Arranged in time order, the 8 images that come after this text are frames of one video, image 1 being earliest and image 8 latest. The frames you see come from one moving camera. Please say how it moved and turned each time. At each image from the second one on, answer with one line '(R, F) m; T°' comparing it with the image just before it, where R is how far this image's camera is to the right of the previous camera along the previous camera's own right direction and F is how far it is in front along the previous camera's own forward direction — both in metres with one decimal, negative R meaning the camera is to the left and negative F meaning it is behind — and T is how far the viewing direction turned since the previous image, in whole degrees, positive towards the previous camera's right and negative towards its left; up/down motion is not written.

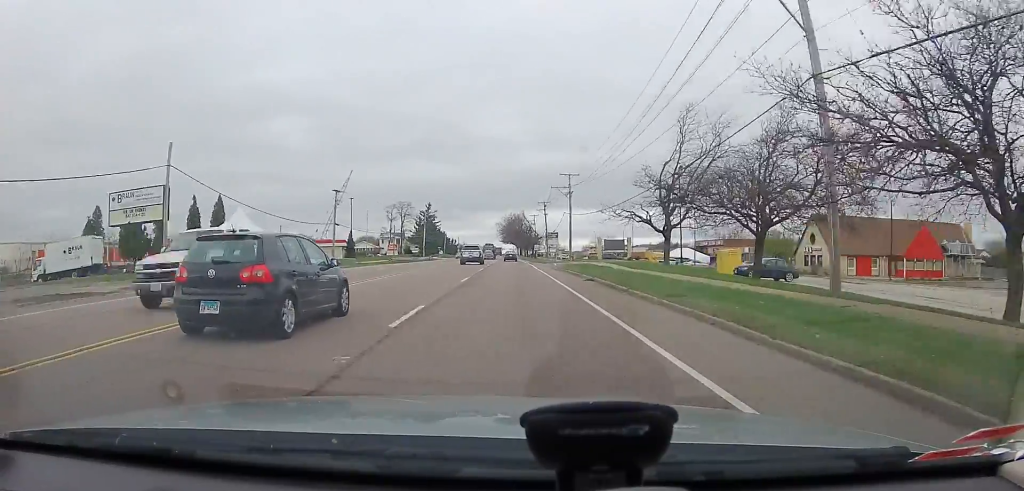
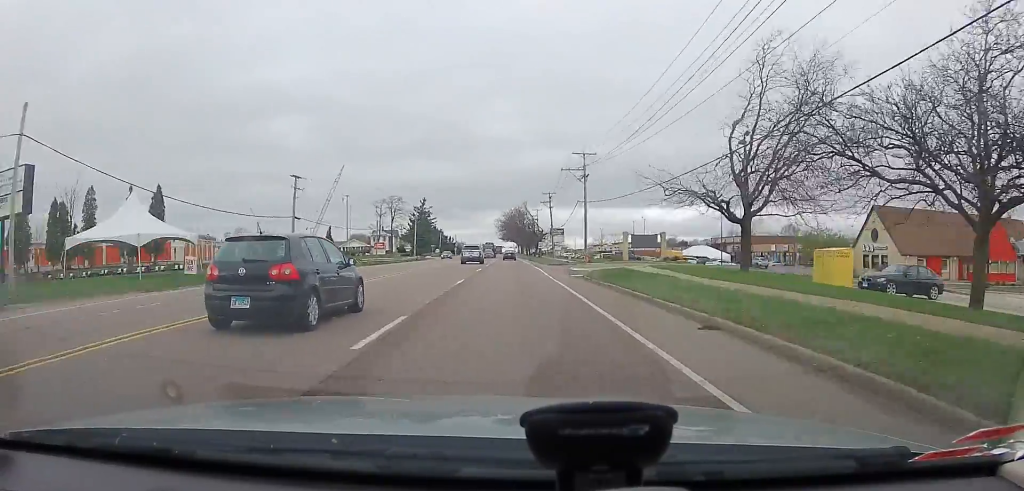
(+0.2, +14.4) m; +1°
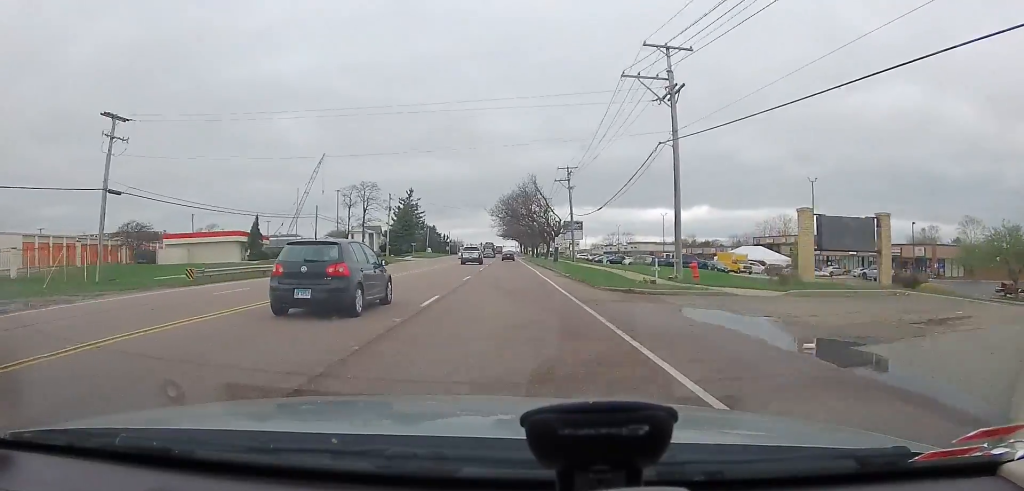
(-0.4, +31.0) m; -2°
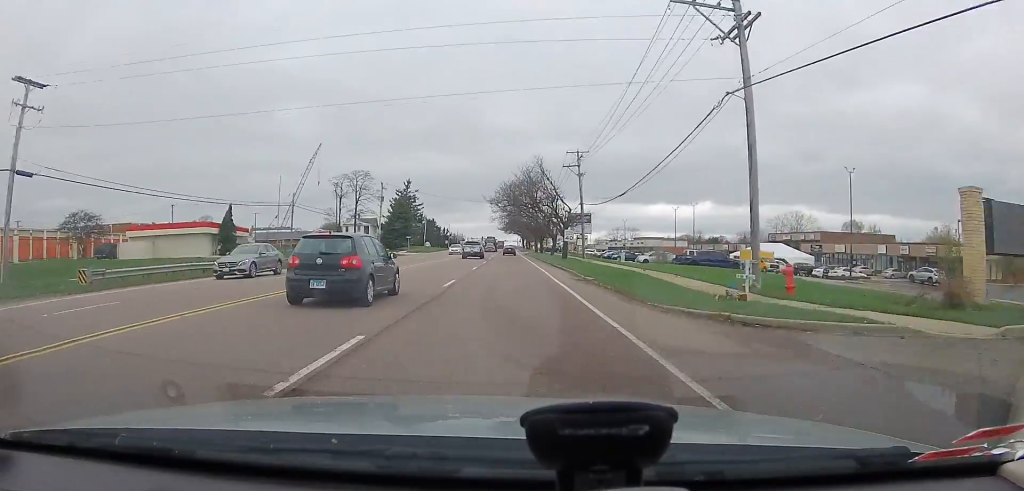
(-0.2, +8.0) m; 0°
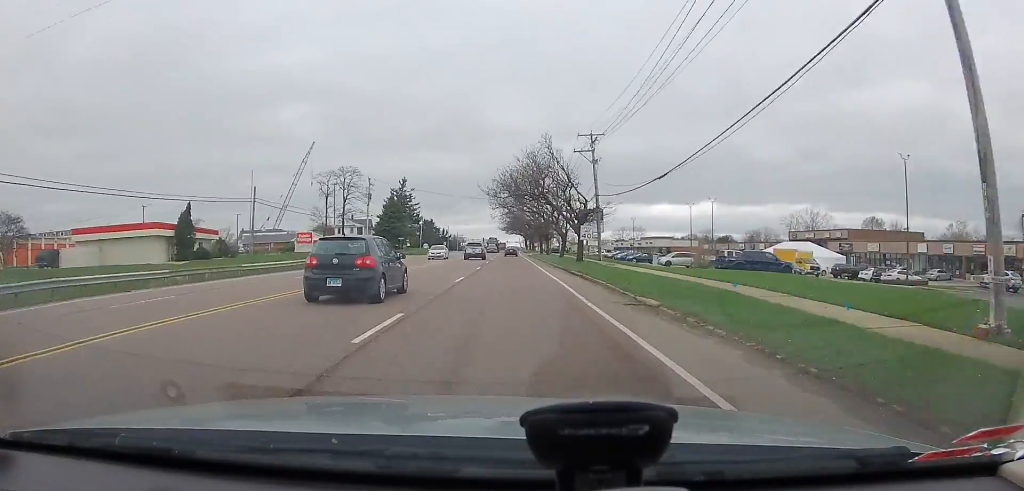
(0.0, +9.8) m; 0°
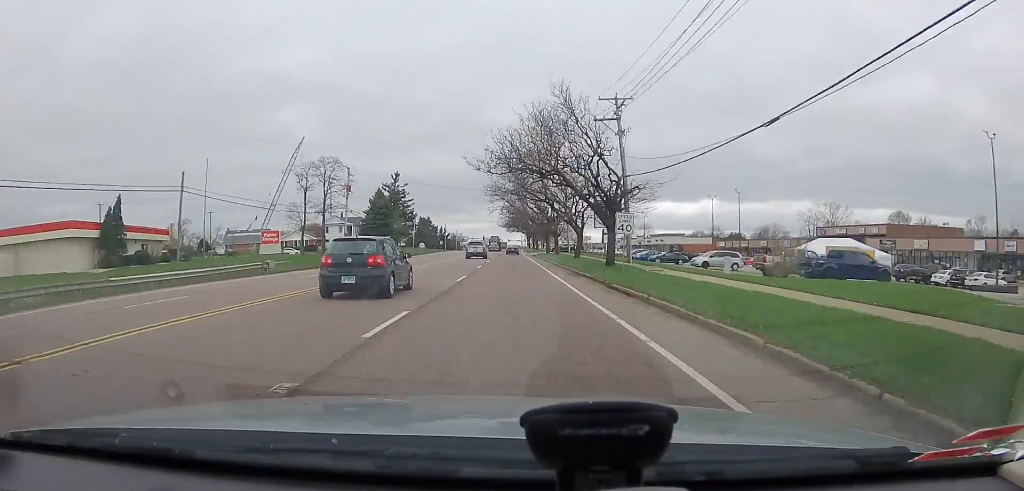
(+0.1, +12.1) m; 0°
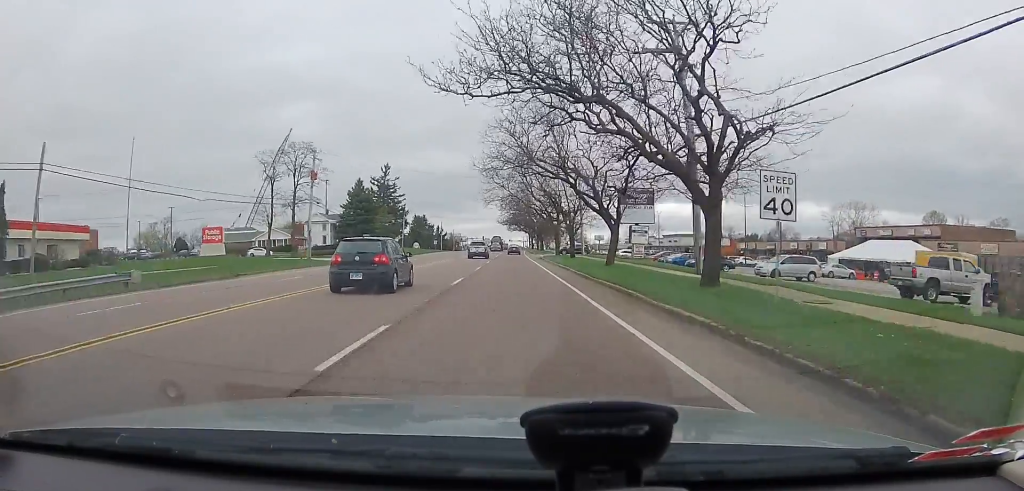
(-0.1, +14.3) m; -1°
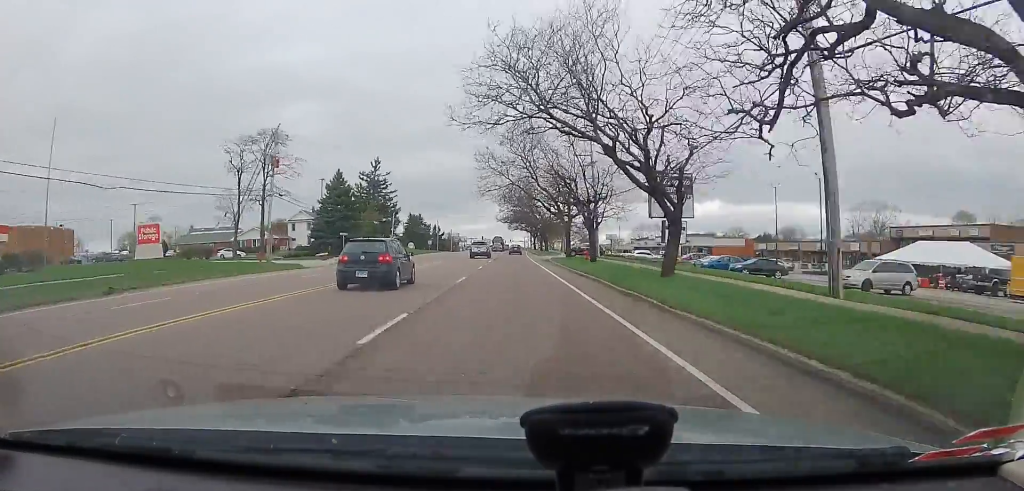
(-0.1, +10.9) m; 0°
